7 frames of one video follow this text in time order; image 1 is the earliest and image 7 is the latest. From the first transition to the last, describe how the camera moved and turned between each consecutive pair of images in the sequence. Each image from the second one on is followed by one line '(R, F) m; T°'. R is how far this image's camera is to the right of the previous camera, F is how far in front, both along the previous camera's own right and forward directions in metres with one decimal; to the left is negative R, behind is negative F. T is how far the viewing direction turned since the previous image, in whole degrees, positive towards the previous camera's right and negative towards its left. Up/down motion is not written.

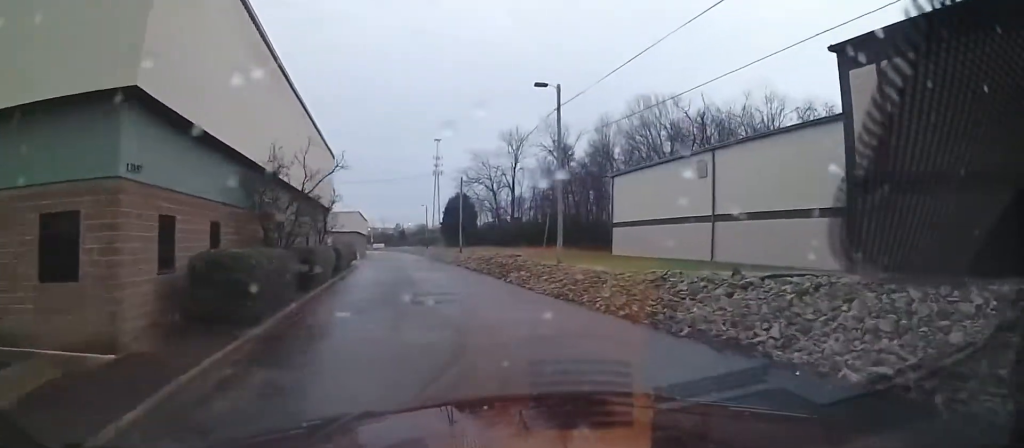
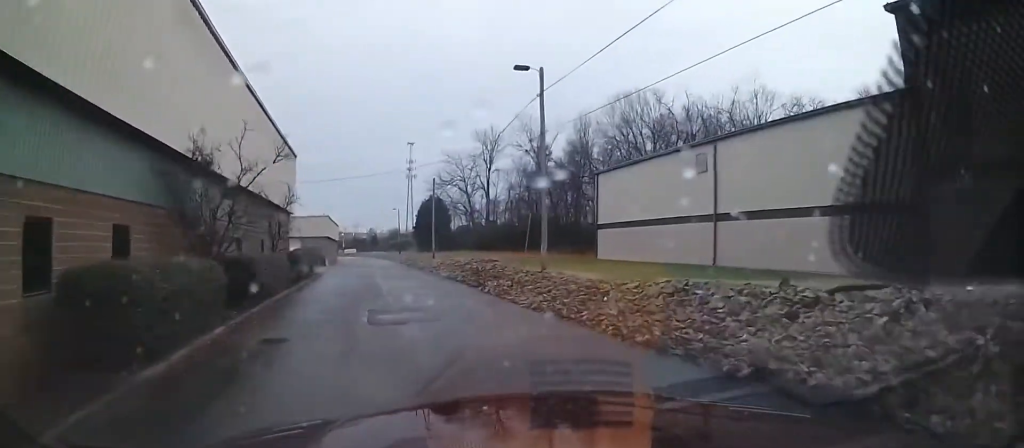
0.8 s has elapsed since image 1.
(0.0, +3.3) m; -3°
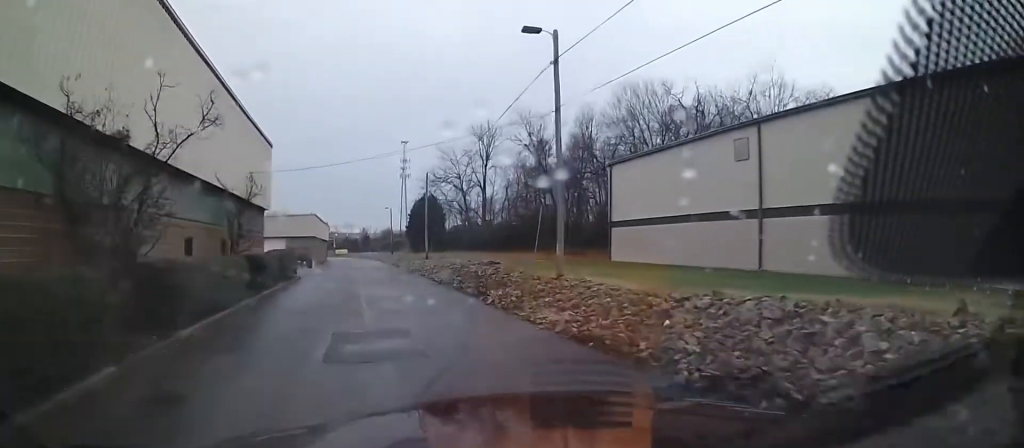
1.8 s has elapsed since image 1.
(-0.2, +4.4) m; -6°
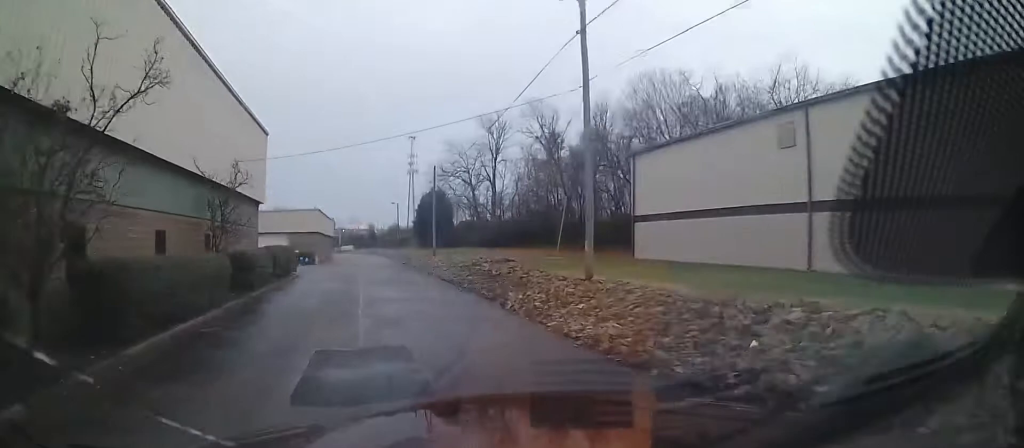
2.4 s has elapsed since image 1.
(-0.1, +2.6) m; -3°
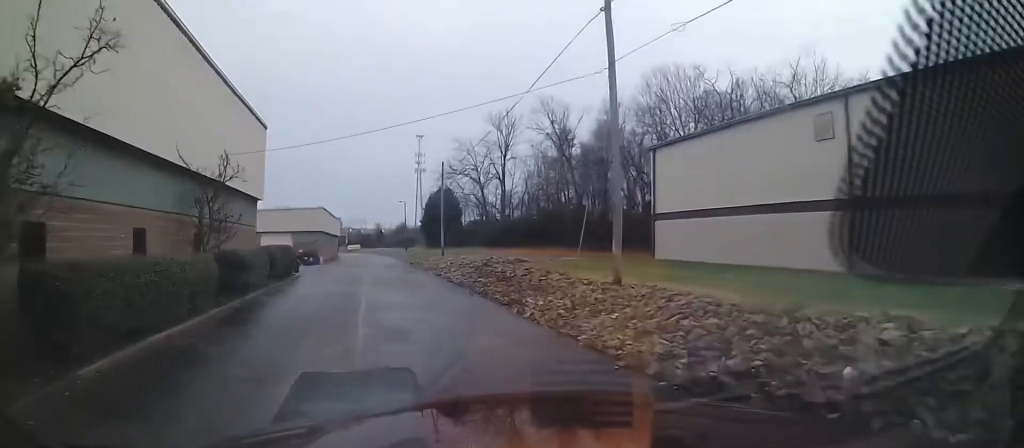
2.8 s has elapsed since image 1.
(0.0, +1.8) m; 0°
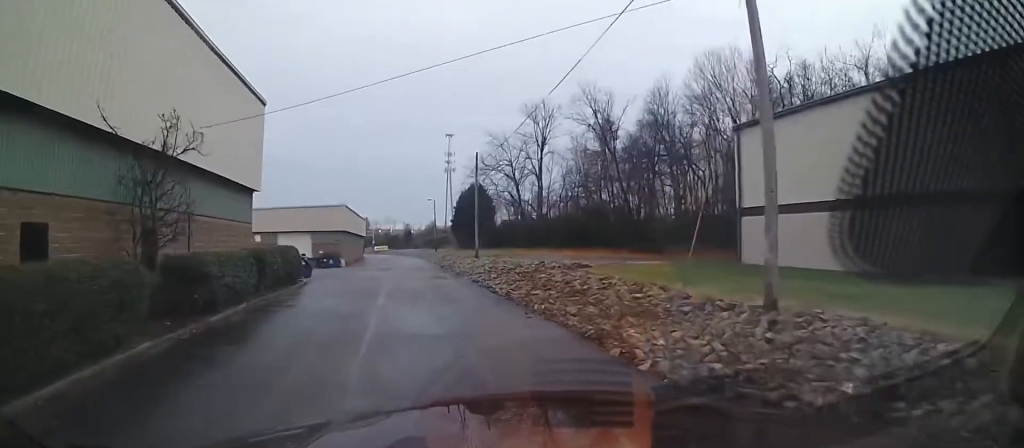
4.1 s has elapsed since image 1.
(0.0, +5.8) m; 0°
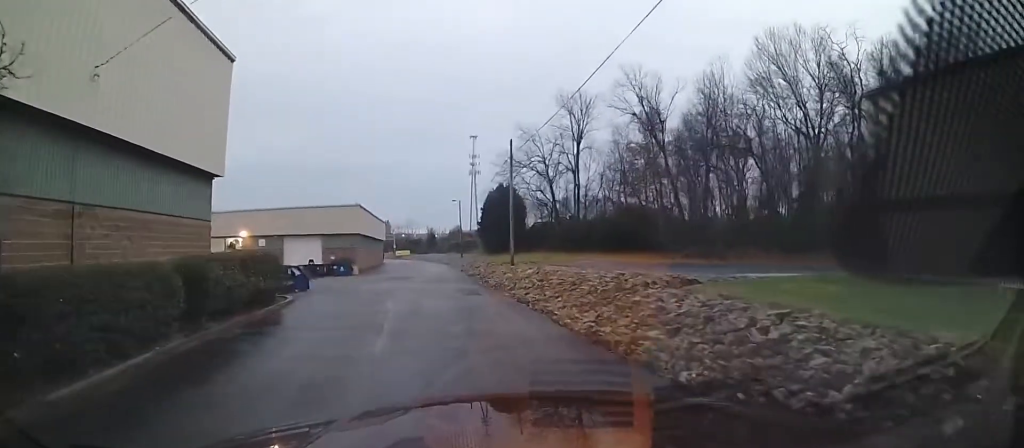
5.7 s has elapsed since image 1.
(0.0, +7.1) m; +2°
